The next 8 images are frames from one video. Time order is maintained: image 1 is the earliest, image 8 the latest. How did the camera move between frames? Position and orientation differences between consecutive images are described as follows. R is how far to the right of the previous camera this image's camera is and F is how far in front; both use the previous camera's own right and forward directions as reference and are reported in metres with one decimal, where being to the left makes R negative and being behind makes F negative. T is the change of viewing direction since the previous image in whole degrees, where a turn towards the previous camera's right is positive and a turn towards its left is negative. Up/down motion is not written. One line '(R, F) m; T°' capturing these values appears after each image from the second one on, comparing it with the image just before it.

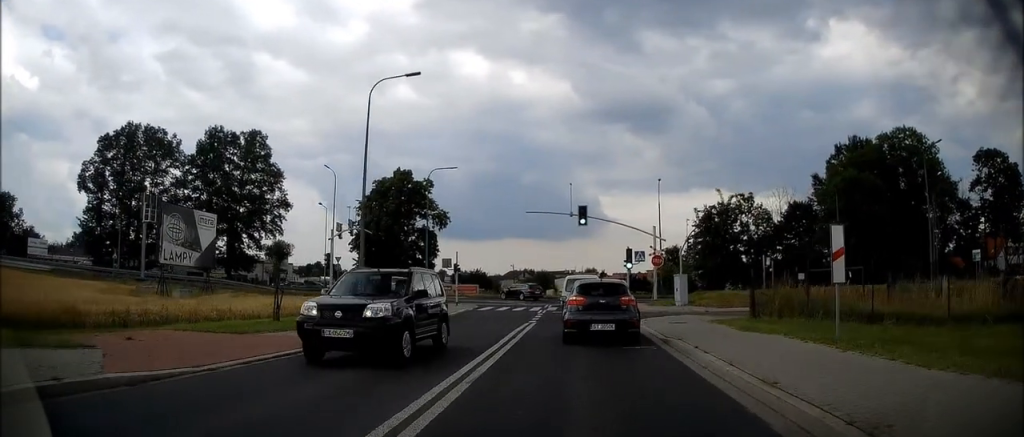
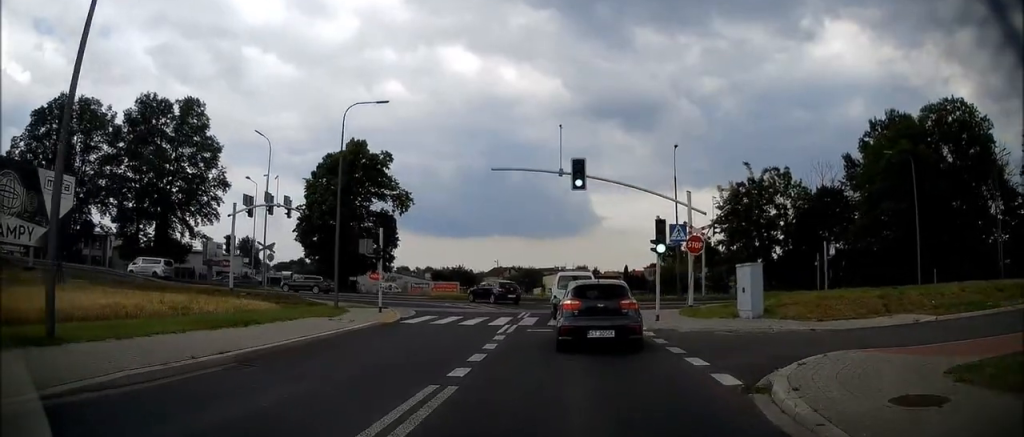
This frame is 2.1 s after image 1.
(+0.4, +16.0) m; +1°
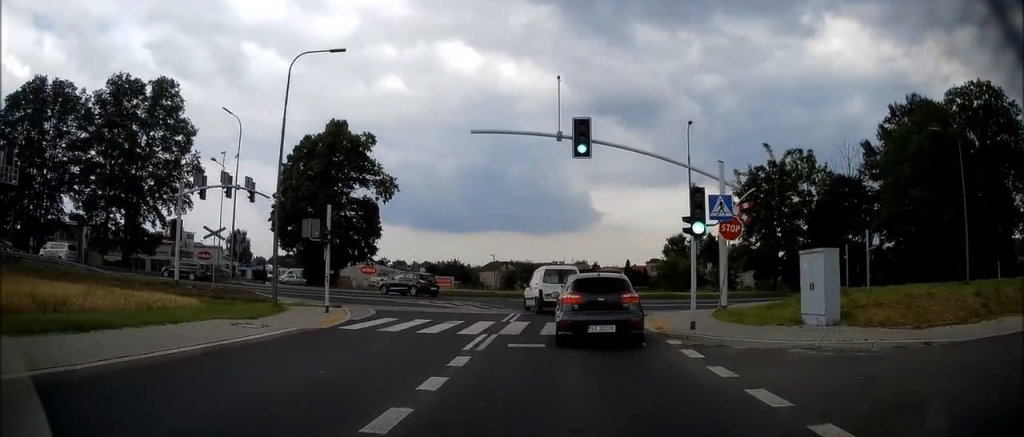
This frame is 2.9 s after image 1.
(-0.1, +6.2) m; -1°
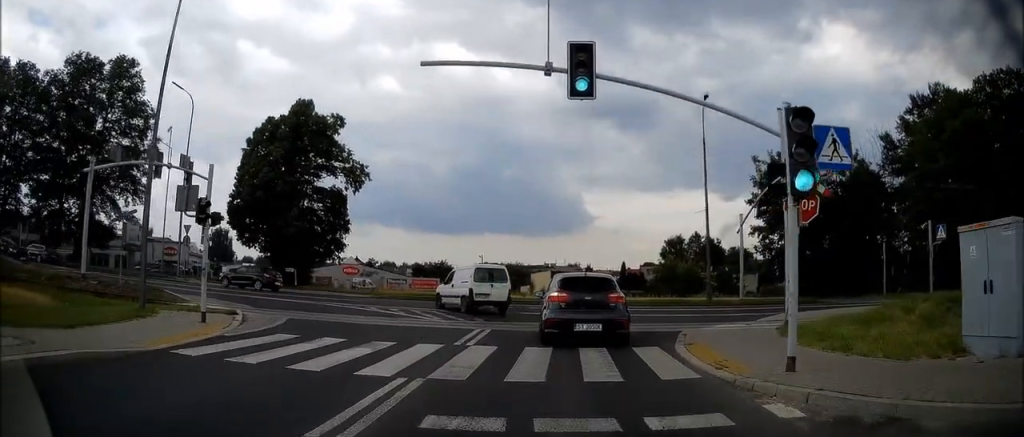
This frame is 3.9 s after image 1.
(0.0, +7.0) m; 0°
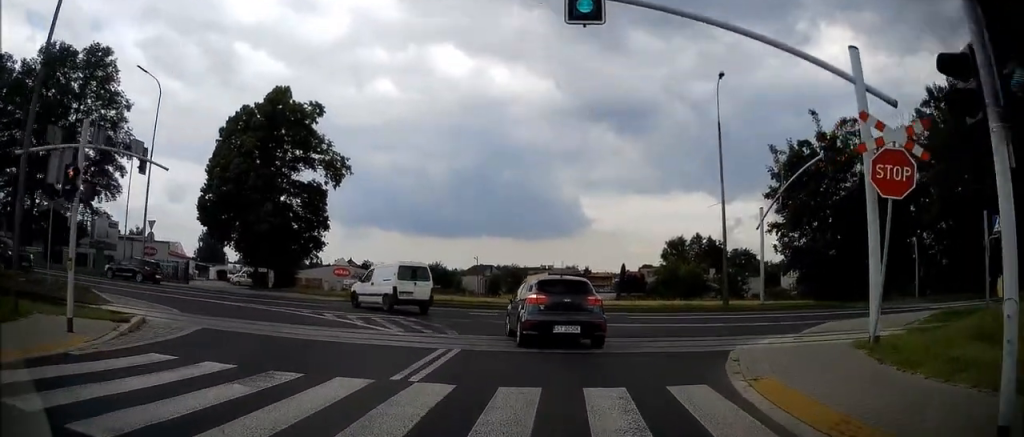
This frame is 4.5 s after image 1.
(+0.1, +4.2) m; 0°
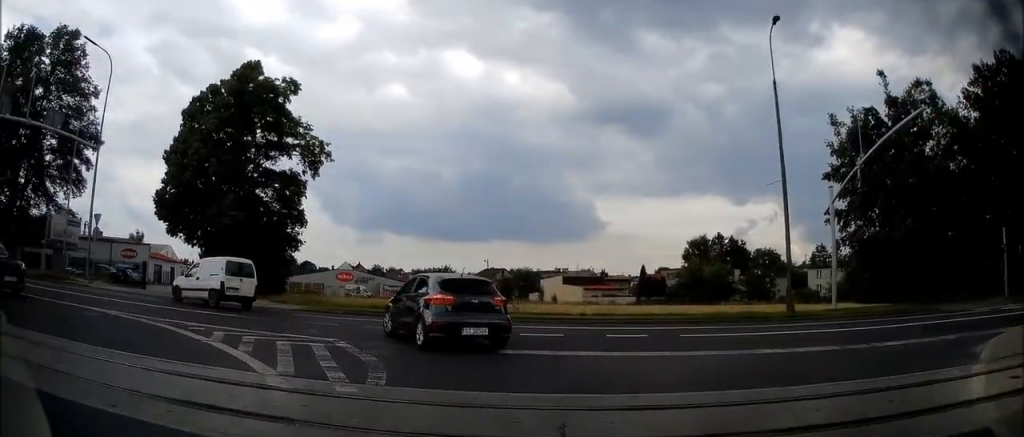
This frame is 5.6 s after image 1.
(0.0, +6.6) m; -3°
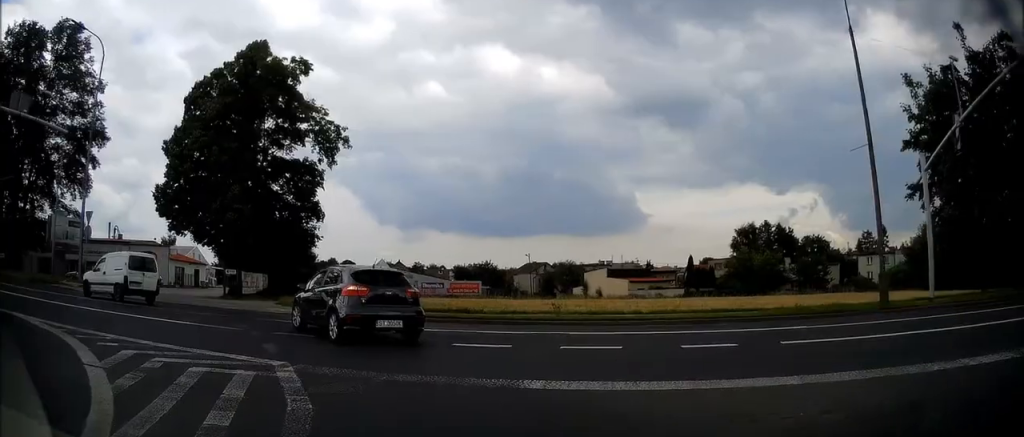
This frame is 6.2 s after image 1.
(0.0, +3.6) m; -5°
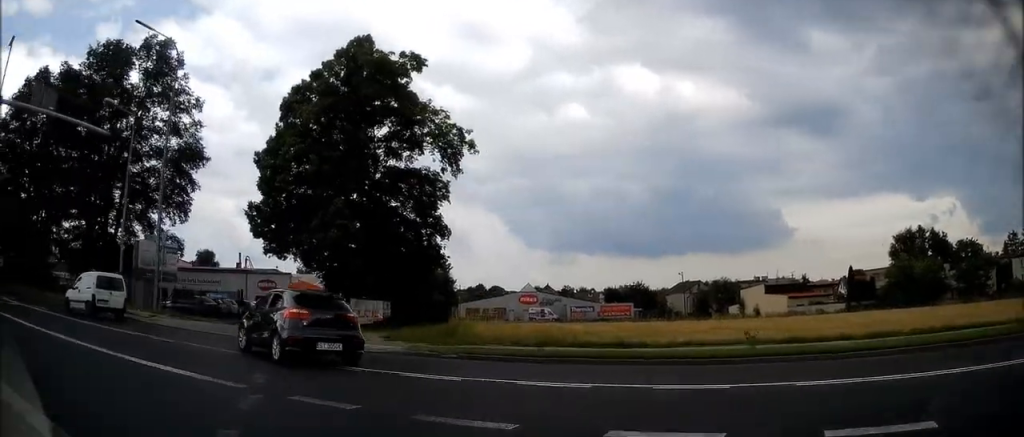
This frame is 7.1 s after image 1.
(-0.4, +4.5) m; -15°
